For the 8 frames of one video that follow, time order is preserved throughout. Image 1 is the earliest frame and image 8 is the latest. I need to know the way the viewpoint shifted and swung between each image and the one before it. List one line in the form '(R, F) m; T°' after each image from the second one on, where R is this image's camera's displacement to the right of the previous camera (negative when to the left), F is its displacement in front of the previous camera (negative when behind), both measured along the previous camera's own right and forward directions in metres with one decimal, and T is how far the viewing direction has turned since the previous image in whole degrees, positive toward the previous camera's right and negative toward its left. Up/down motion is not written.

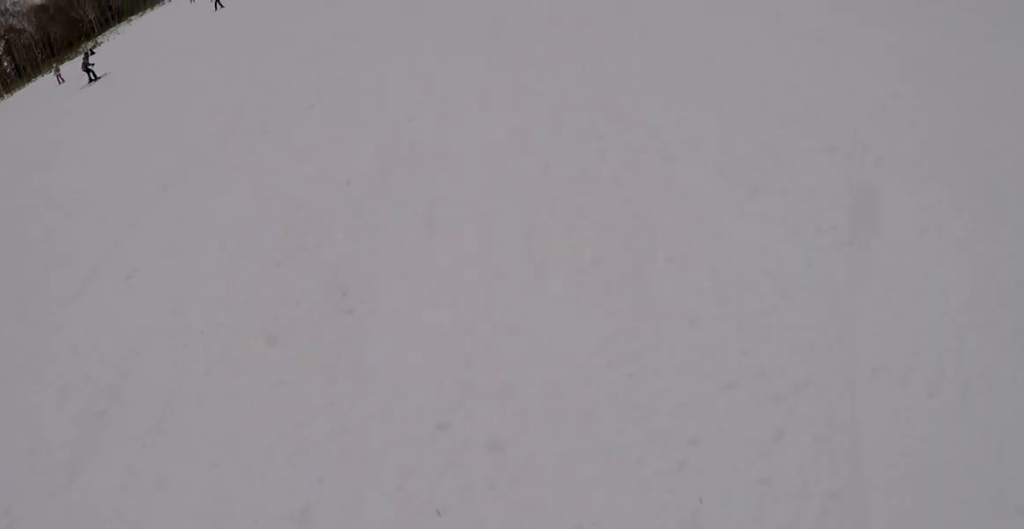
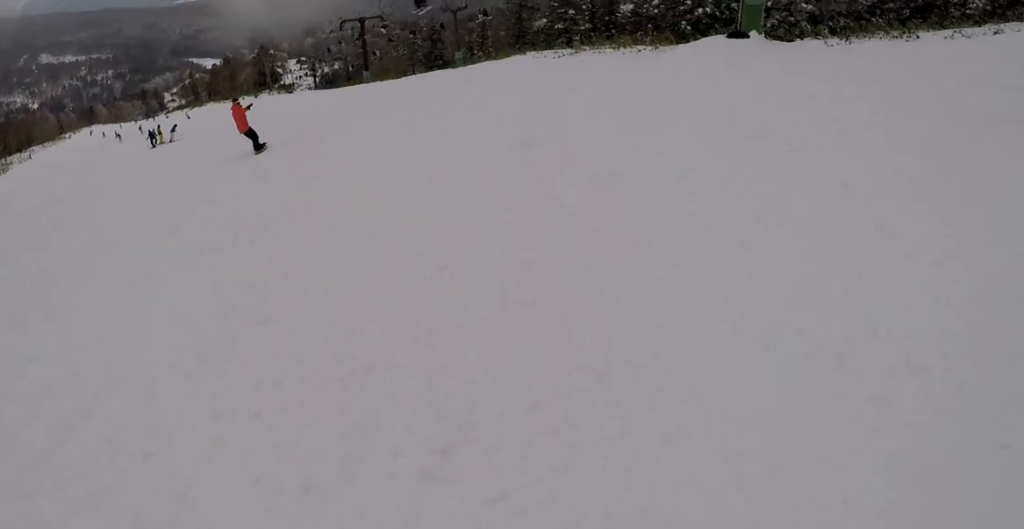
(+1.0, +7.3) m; -8°
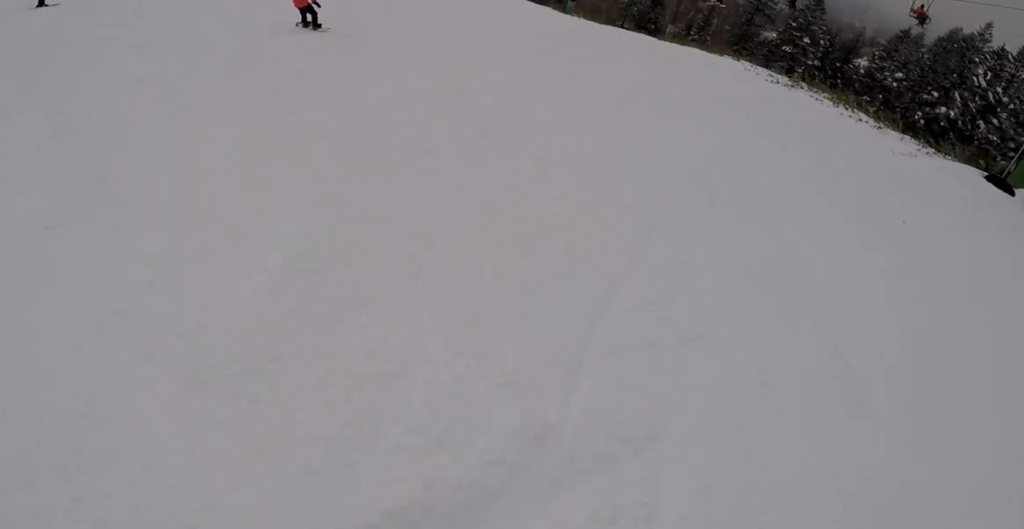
(-1.7, +5.7) m; -25°
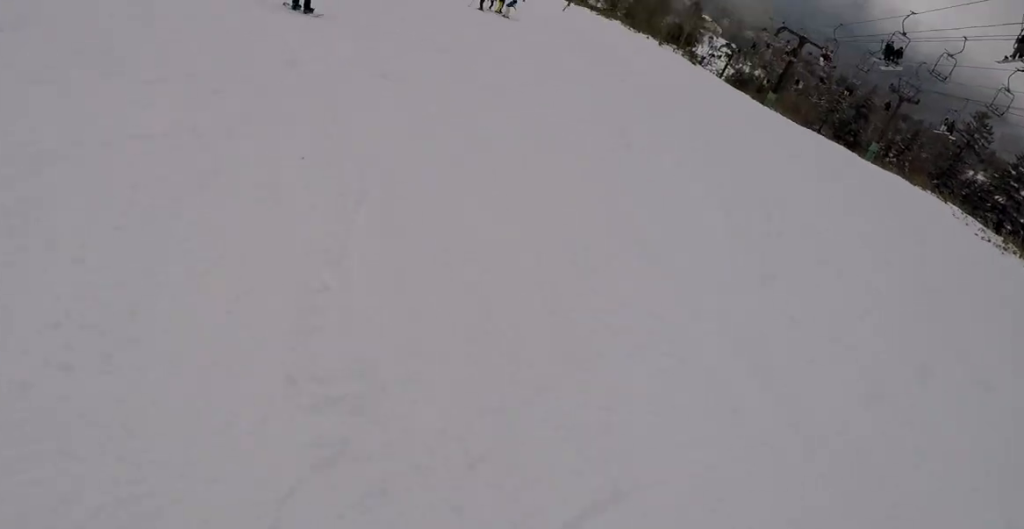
(-1.6, +6.6) m; -13°
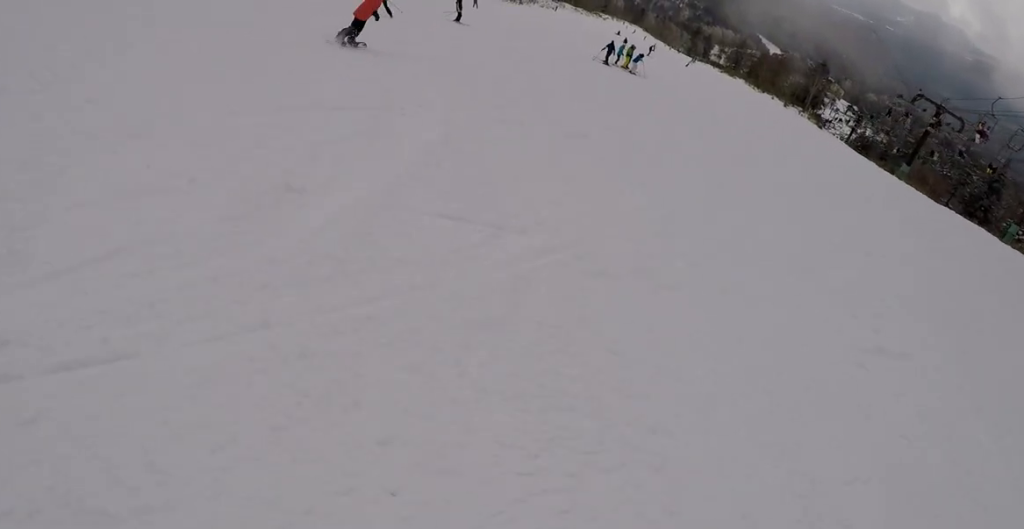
(-0.1, +3.7) m; +5°
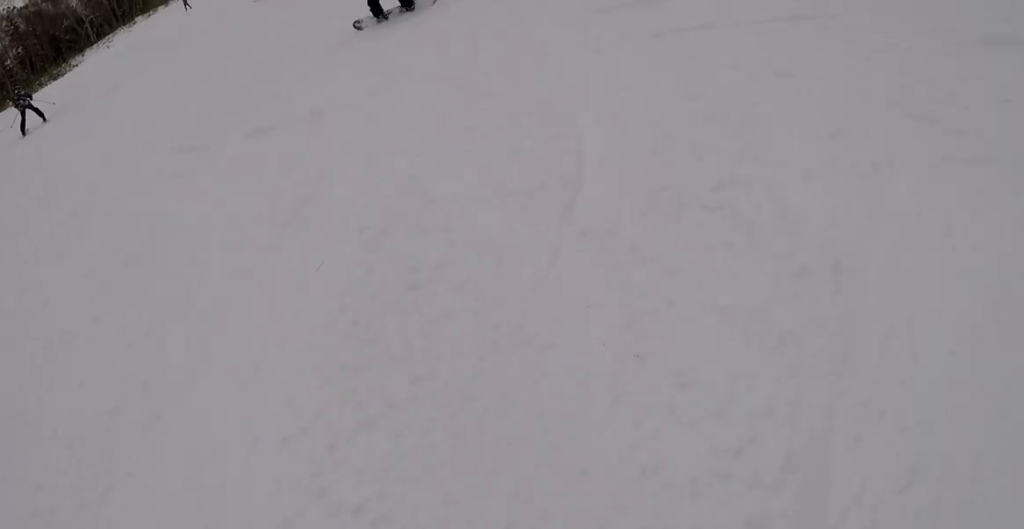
(+6.5, +12.4) m; +38°
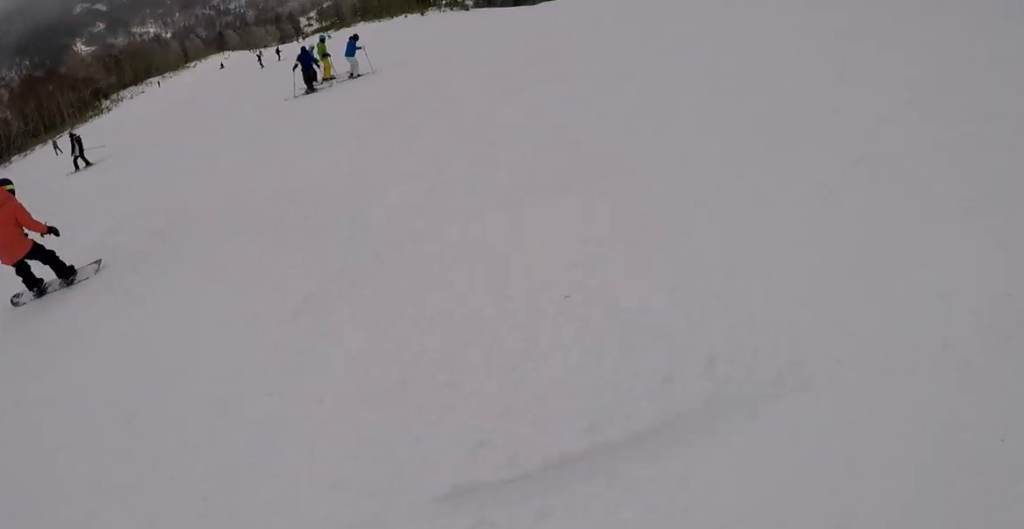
(+0.4, +3.3) m; -7°
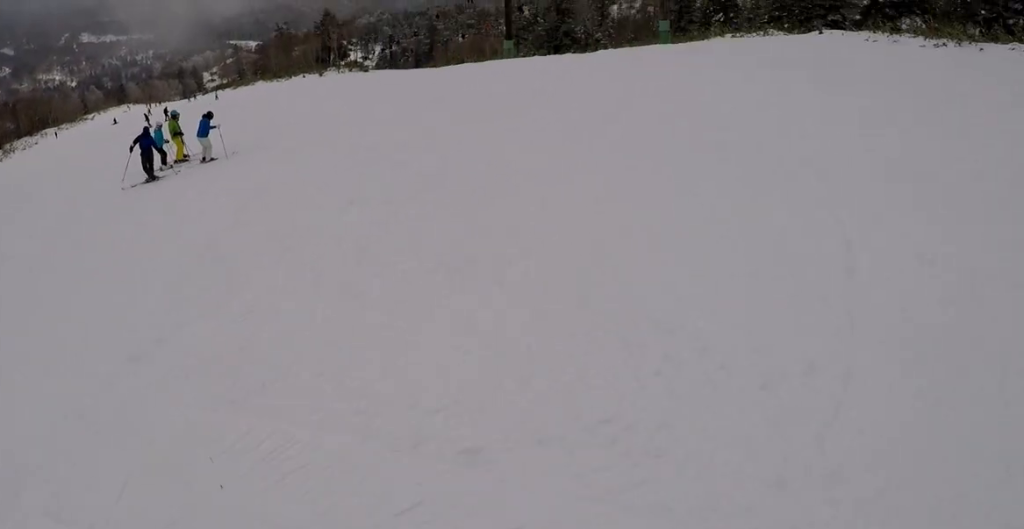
(-0.8, +2.7) m; -12°
